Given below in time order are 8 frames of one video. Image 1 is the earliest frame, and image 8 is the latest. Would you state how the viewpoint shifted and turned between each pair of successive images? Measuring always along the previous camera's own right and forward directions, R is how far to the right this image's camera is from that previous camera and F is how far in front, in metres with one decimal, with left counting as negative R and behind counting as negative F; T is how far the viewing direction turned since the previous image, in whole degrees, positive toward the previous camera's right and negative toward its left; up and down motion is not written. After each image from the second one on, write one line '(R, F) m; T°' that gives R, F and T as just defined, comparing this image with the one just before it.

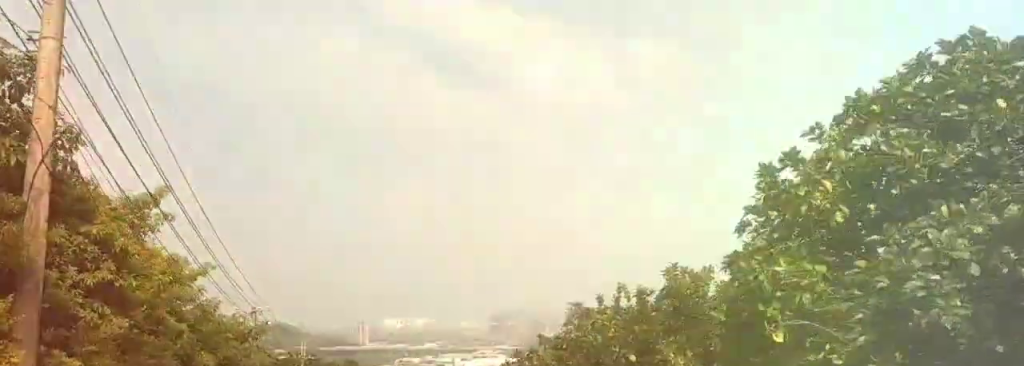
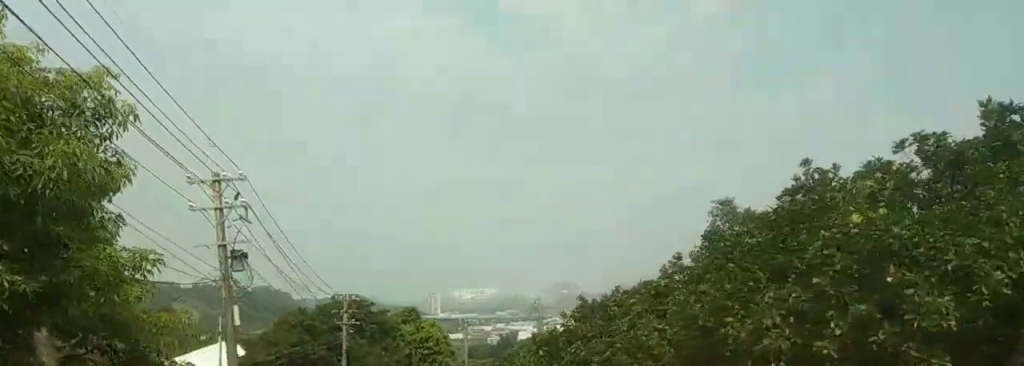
(-0.2, +21.3) m; 0°
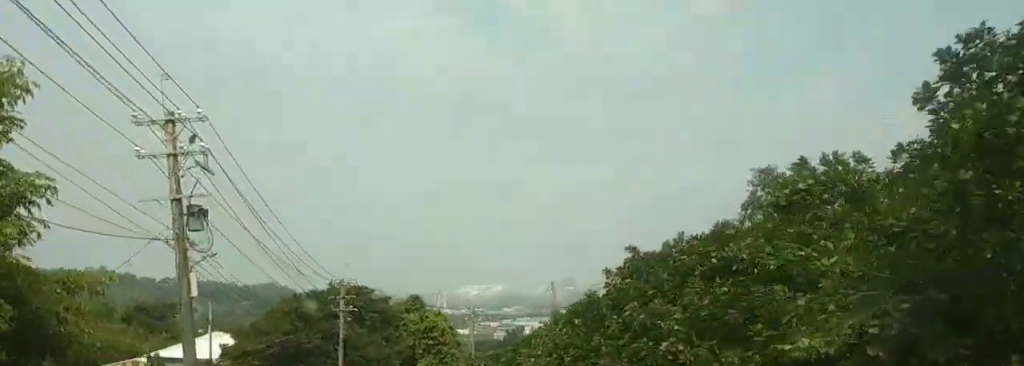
(0.0, +5.2) m; 0°
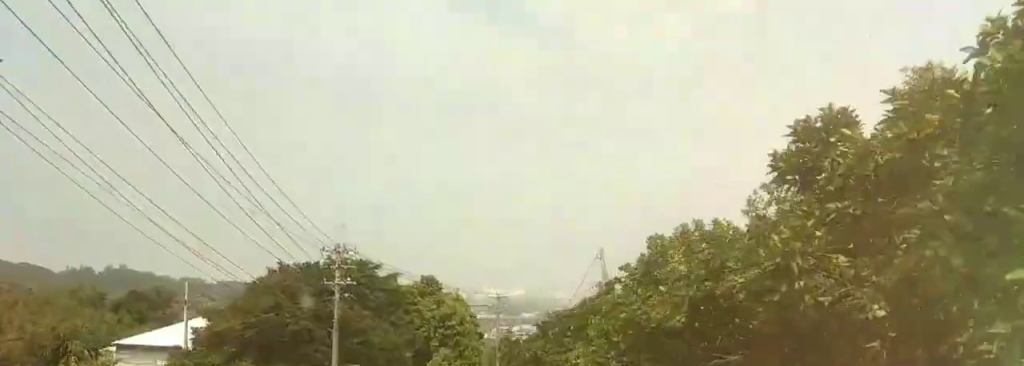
(0.0, +11.1) m; +2°
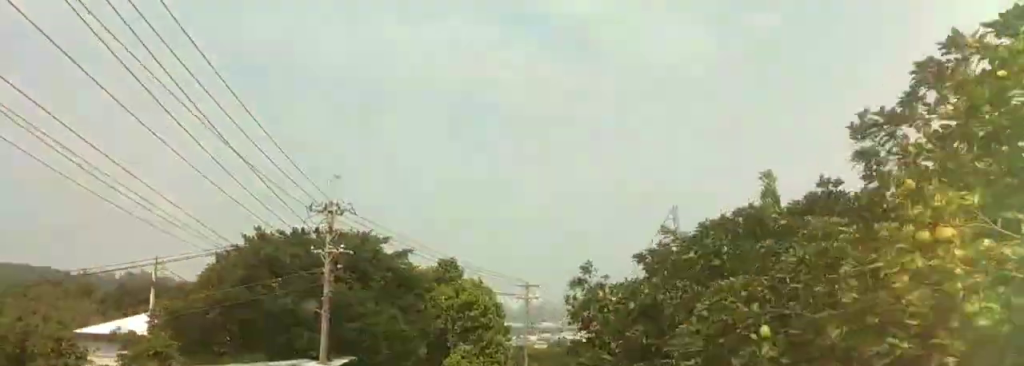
(-0.3, +10.2) m; +8°
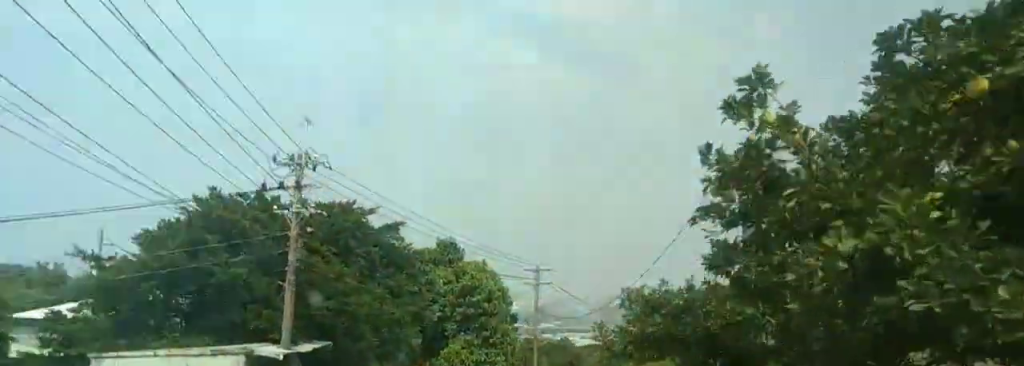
(+1.2, +6.9) m; +7°
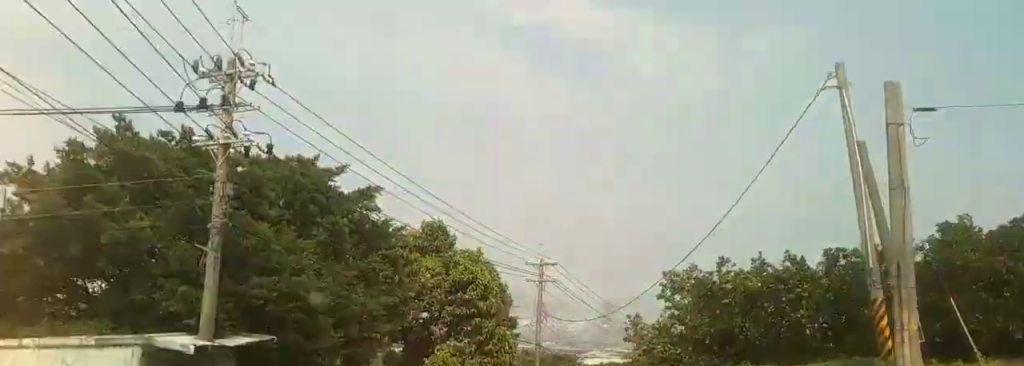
(+0.6, +7.9) m; +5°
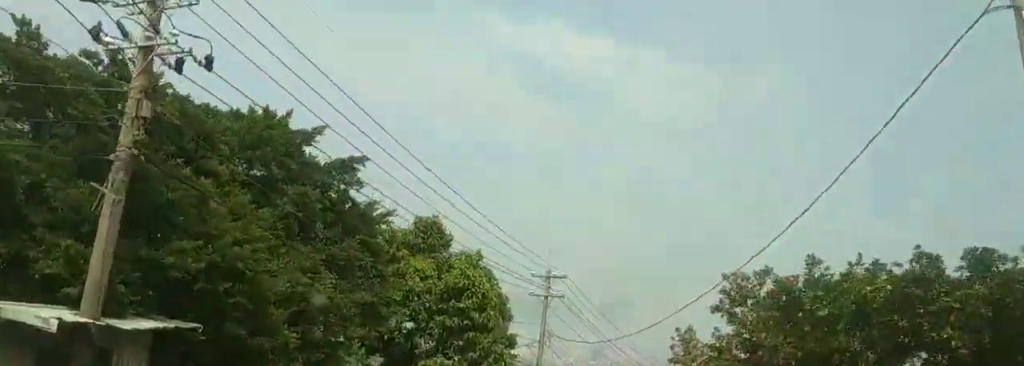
(+0.1, +5.9) m; +1°
